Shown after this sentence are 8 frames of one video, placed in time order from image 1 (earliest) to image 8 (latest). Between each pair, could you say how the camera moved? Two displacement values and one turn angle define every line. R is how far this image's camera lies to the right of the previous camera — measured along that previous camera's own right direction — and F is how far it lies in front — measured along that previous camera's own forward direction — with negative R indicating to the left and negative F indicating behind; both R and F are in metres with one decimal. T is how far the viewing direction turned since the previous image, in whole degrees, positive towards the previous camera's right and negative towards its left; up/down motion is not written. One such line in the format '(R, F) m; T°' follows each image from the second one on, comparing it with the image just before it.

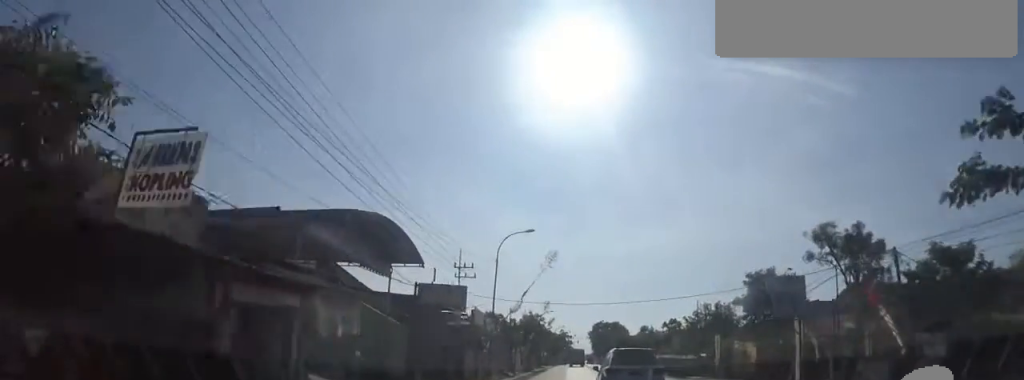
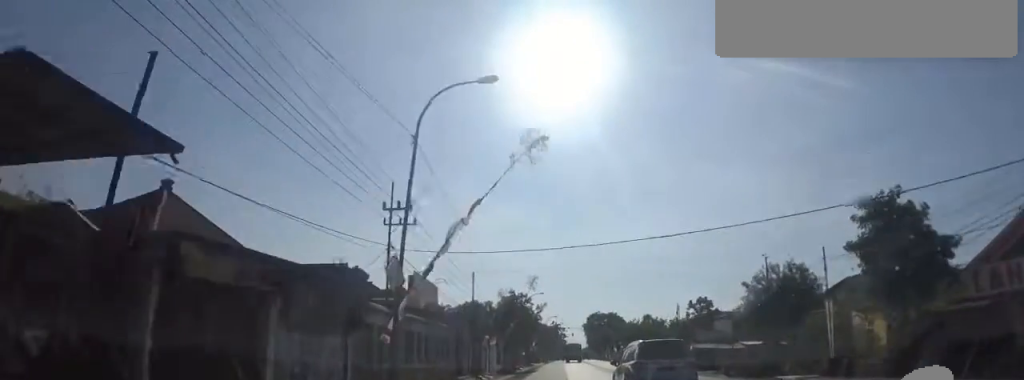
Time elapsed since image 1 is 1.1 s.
(0.0, +17.0) m; +2°
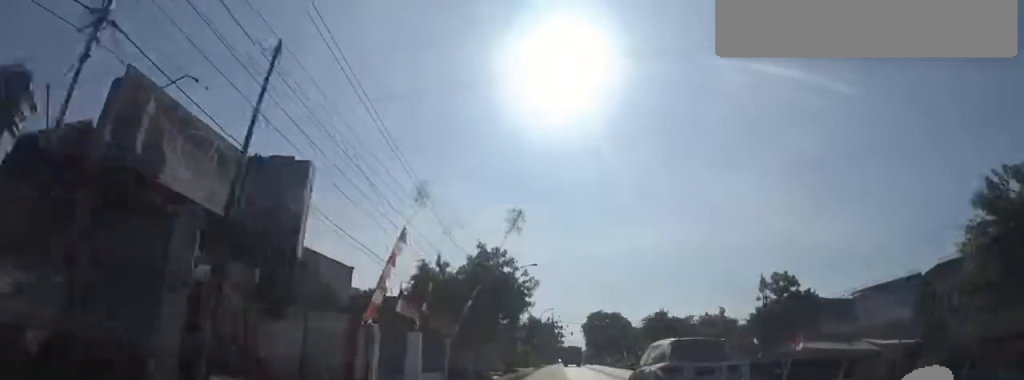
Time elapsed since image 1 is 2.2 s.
(+1.0, +19.4) m; +3°
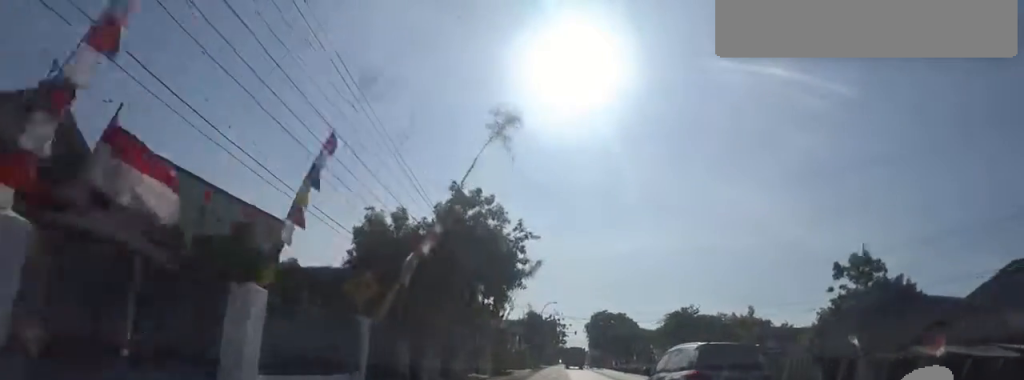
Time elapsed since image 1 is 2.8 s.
(0.0, +9.2) m; -1°
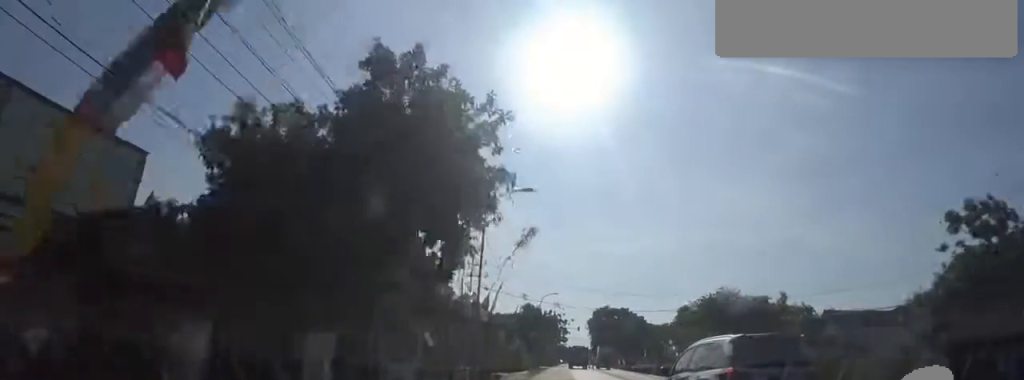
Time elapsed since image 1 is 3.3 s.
(-0.2, +8.7) m; -2°
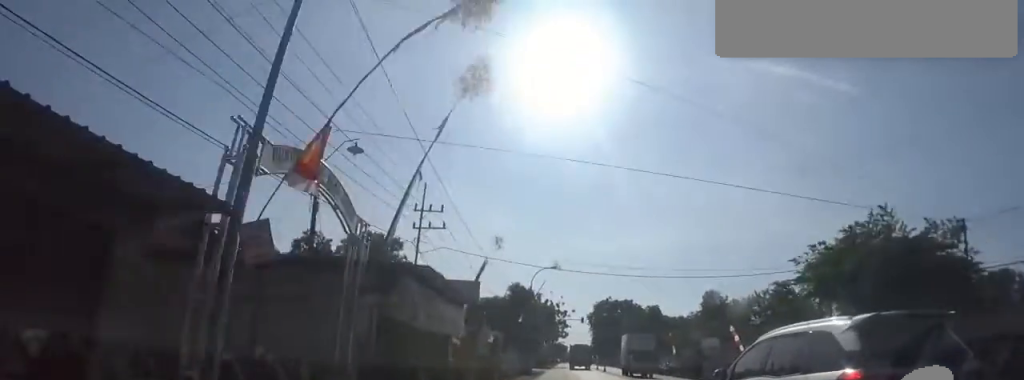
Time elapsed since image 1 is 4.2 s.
(-0.3, +16.2) m; 0°
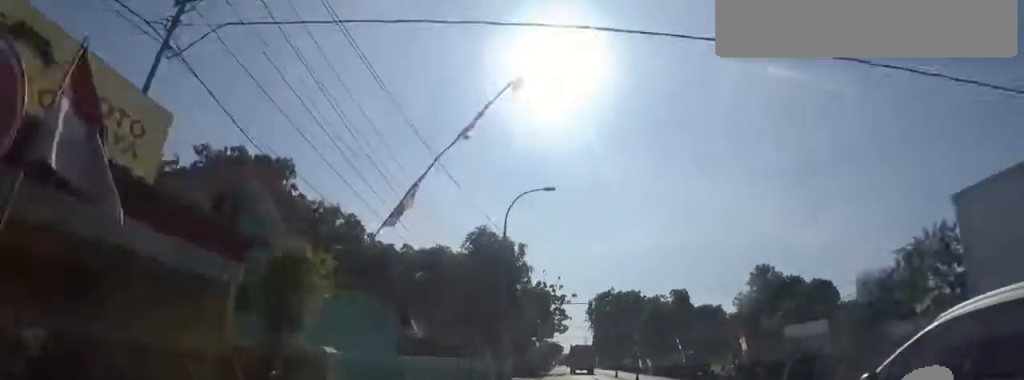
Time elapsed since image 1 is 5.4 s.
(+0.5, +19.3) m; 0°
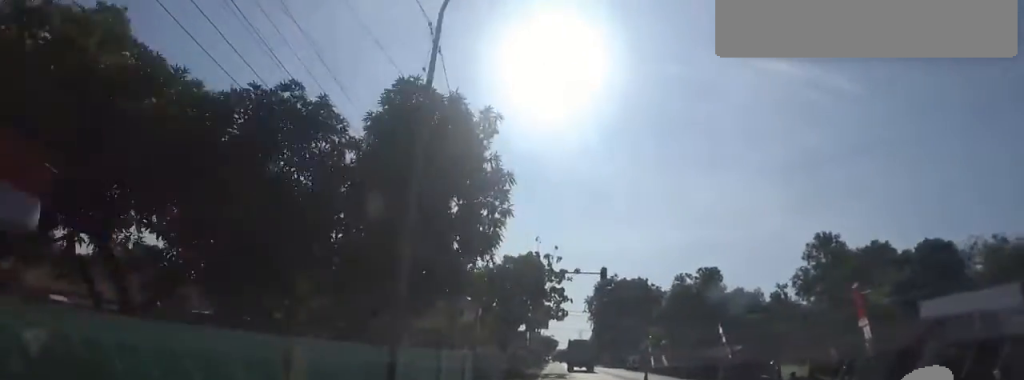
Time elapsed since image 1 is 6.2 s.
(-0.3, +12.8) m; 0°
